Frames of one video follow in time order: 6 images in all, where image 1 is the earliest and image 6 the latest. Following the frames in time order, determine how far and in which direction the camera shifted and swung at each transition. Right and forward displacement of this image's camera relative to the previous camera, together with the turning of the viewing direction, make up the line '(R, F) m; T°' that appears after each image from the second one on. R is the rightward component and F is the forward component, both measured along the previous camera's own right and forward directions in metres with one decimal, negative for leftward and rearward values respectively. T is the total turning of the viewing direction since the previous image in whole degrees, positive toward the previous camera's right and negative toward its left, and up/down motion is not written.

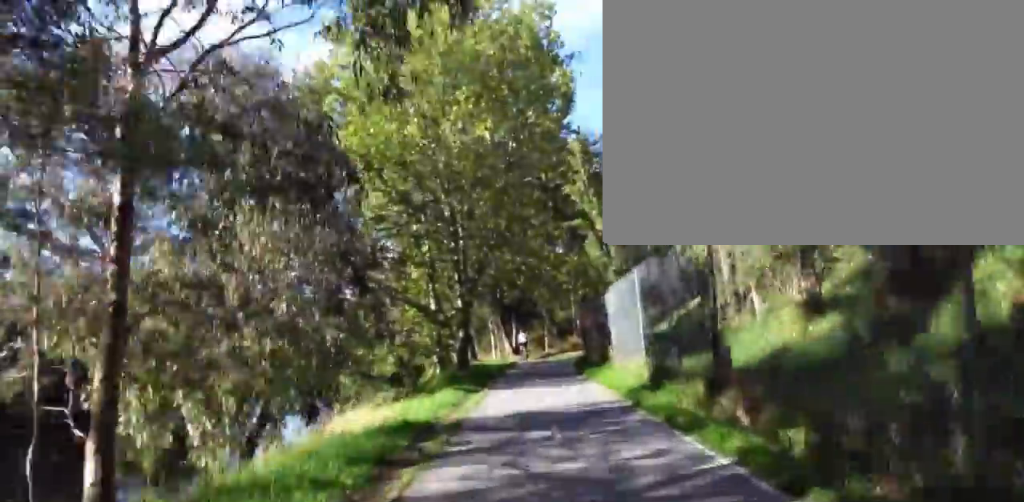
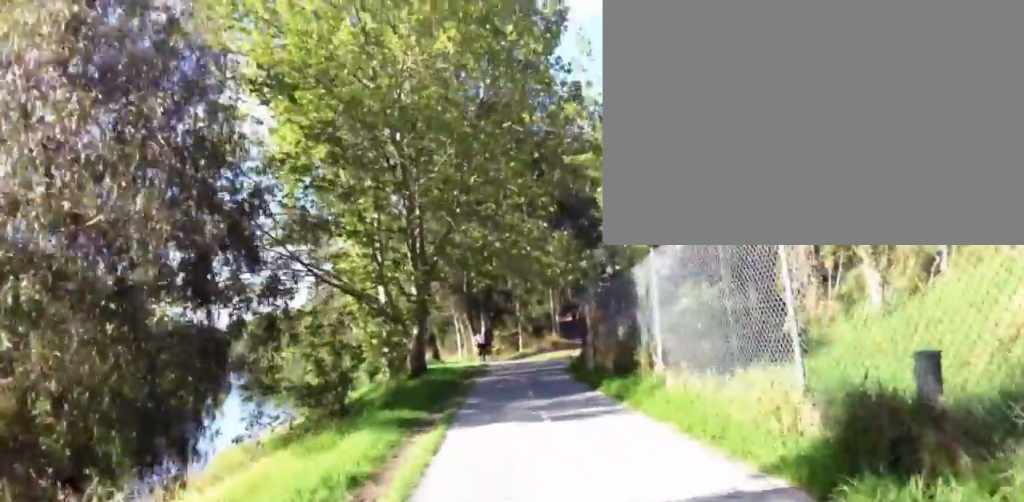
(+0.1, +6.5) m; -2°
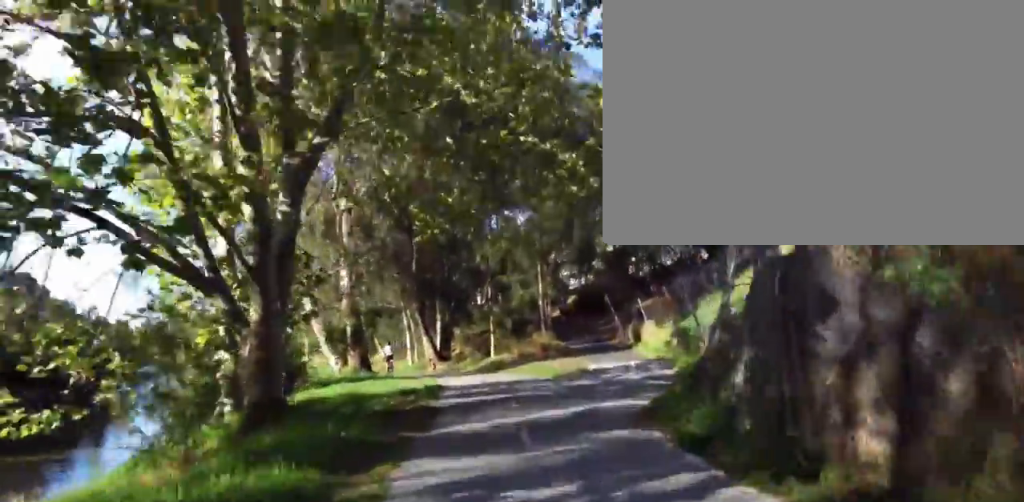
(-0.8, +12.4) m; +2°
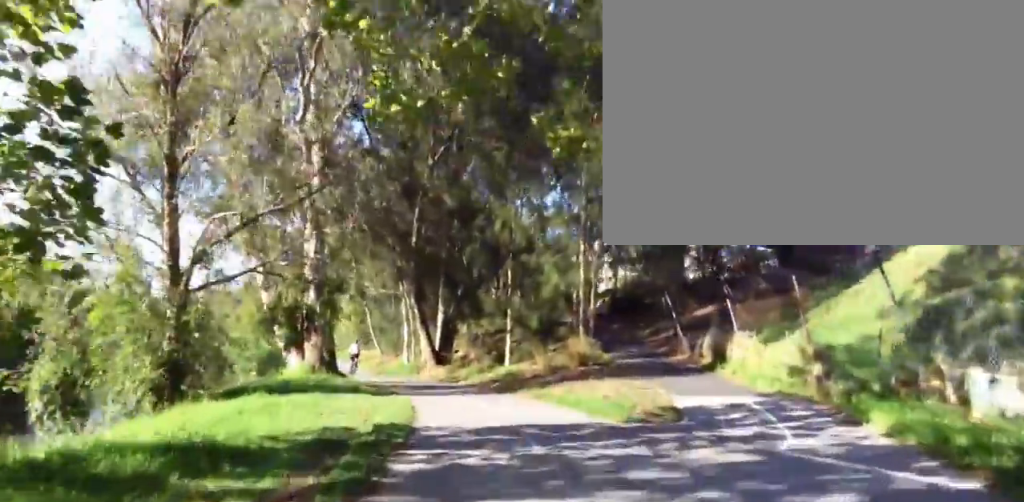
(+1.1, +6.3) m; +9°
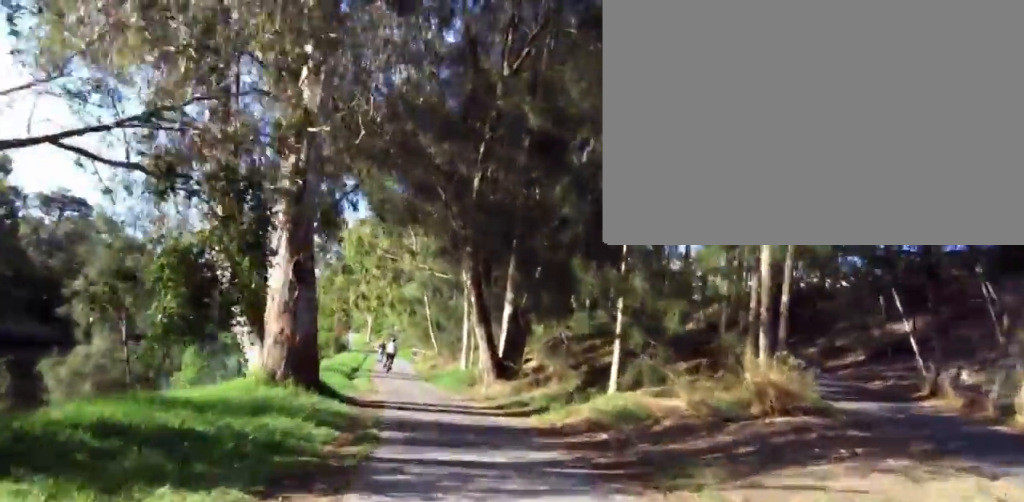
(-0.1, +7.4) m; -9°
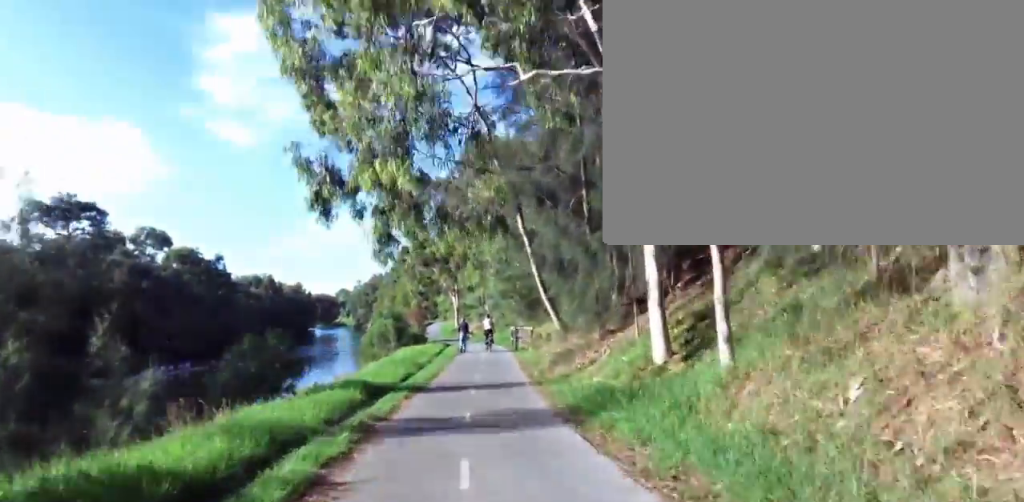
(-3.7, +16.8) m; -14°
